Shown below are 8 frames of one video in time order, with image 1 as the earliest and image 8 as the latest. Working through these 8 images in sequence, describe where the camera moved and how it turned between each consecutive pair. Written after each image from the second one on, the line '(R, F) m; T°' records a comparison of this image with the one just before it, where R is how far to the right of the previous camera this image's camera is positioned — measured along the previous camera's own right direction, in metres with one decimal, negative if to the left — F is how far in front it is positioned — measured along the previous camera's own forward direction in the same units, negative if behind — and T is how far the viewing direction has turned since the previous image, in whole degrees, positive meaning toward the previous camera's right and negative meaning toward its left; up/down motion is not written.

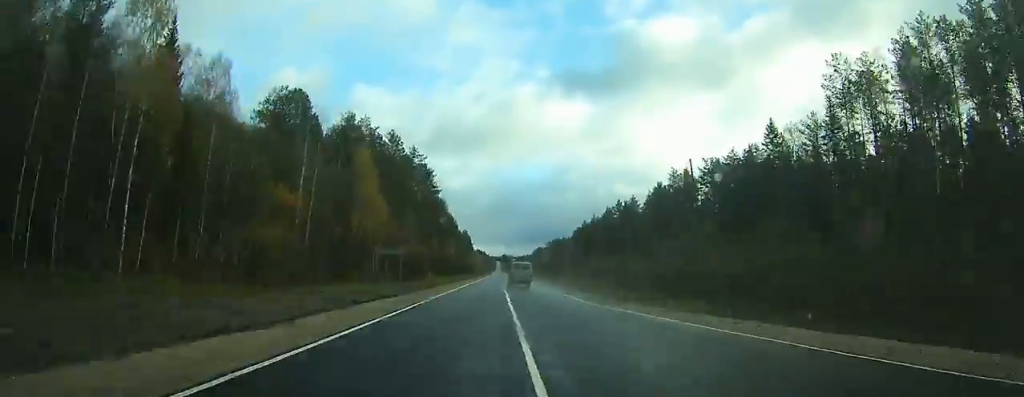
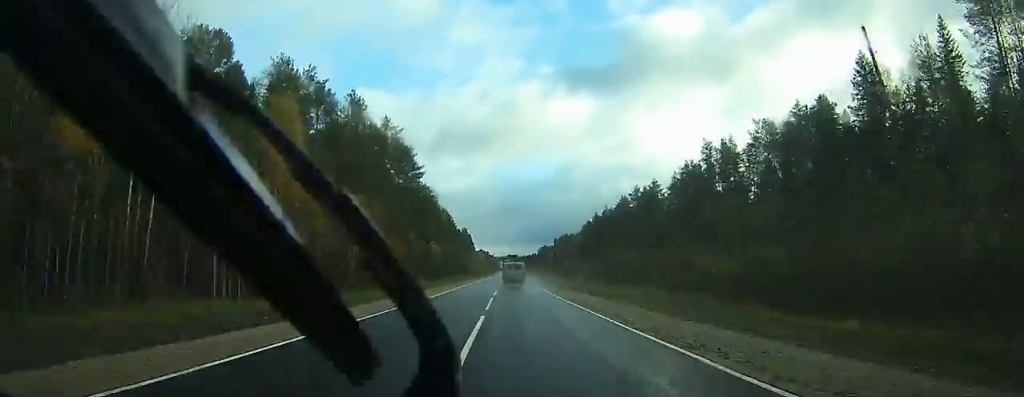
(+0.1, +27.8) m; 0°
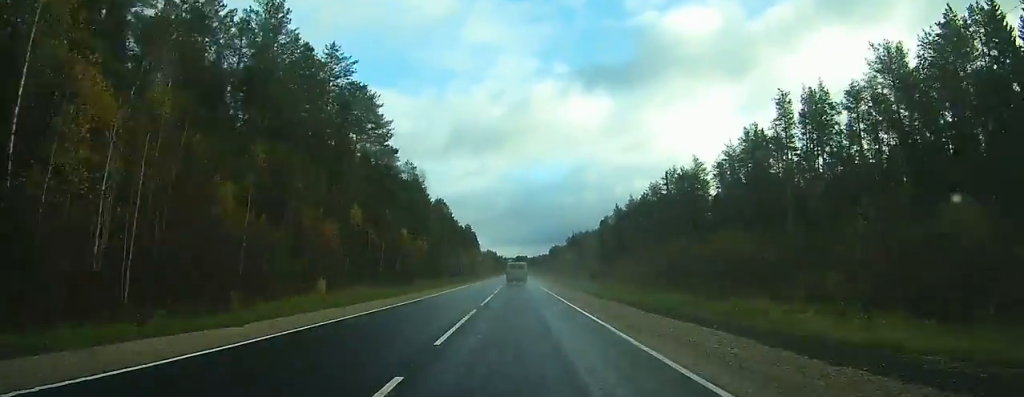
(+0.2, +34.6) m; 0°
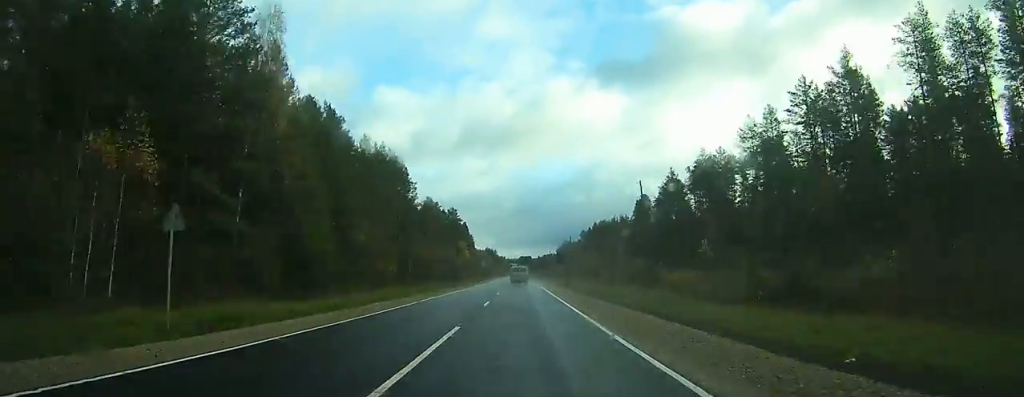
(-1.0, +78.1) m; -1°
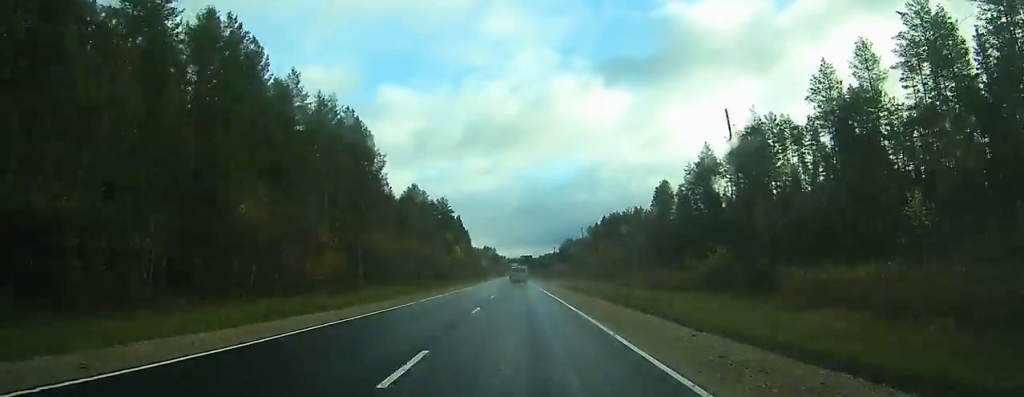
(+0.1, +27.9) m; 0°
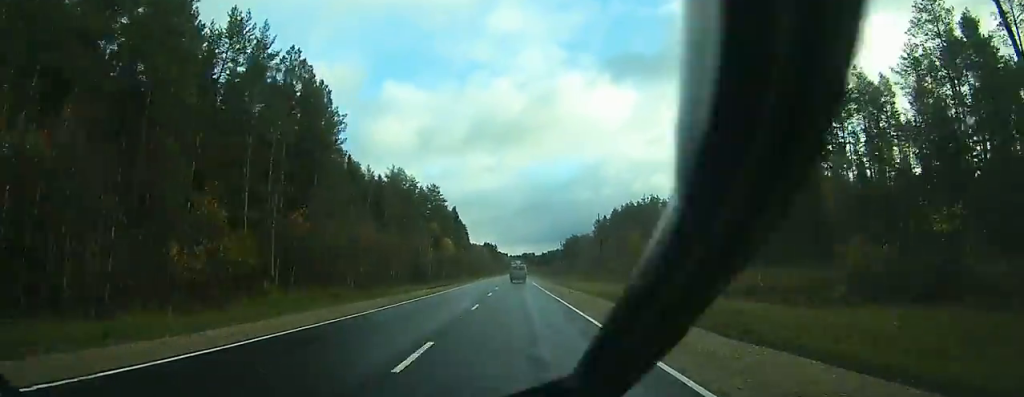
(0.0, +22.8) m; 0°
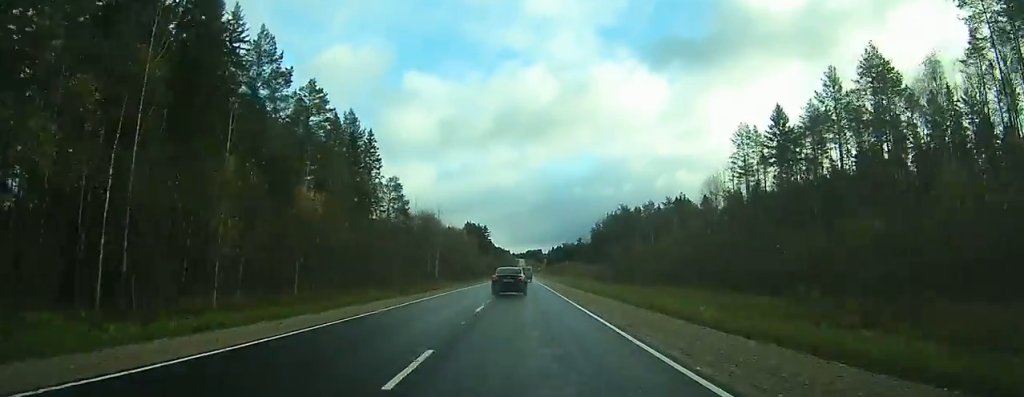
(-1.4, +181.0) m; 0°
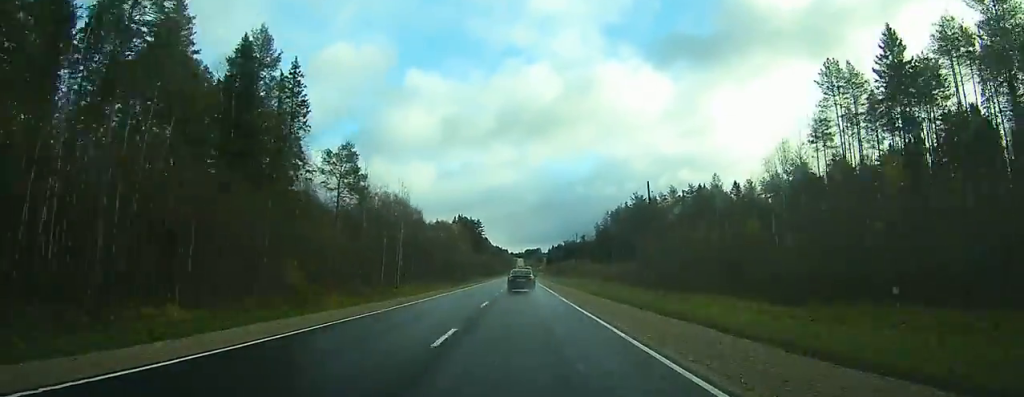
(+0.2, +32.4) m; 0°
